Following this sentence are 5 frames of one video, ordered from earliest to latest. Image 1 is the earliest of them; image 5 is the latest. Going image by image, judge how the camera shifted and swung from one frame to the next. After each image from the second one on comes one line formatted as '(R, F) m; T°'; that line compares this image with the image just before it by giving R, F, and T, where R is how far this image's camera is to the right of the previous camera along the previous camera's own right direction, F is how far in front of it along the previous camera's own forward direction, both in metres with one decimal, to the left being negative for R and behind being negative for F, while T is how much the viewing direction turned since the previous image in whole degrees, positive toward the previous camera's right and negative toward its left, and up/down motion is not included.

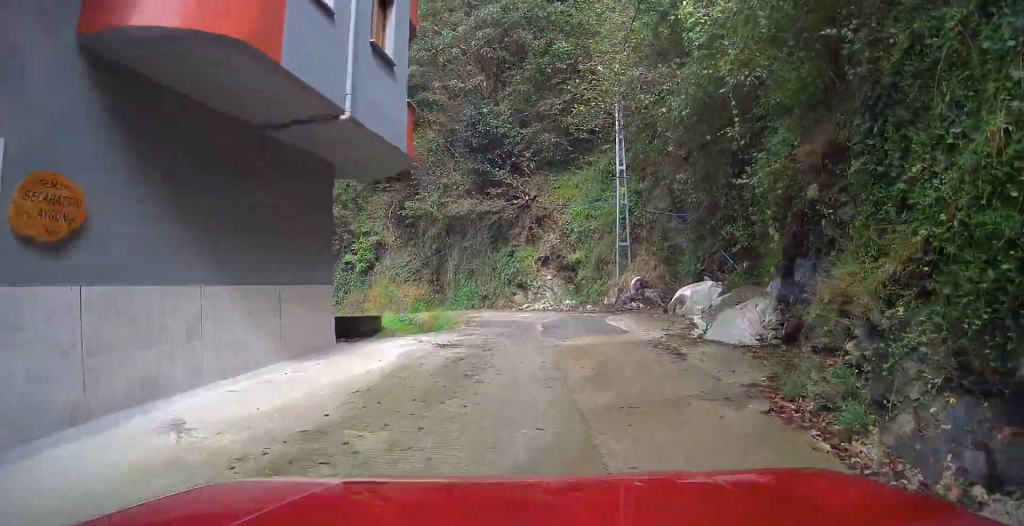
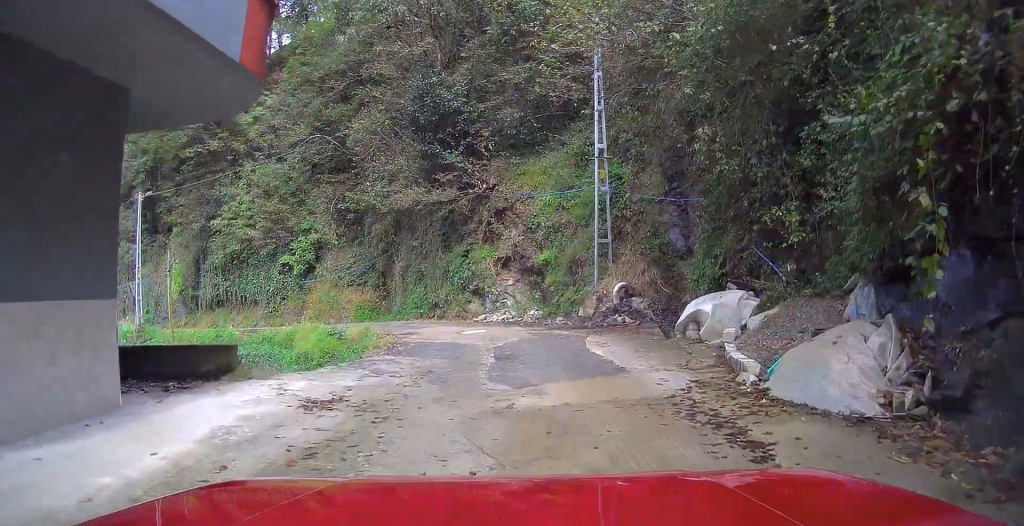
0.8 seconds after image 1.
(-0.1, +3.6) m; +5°
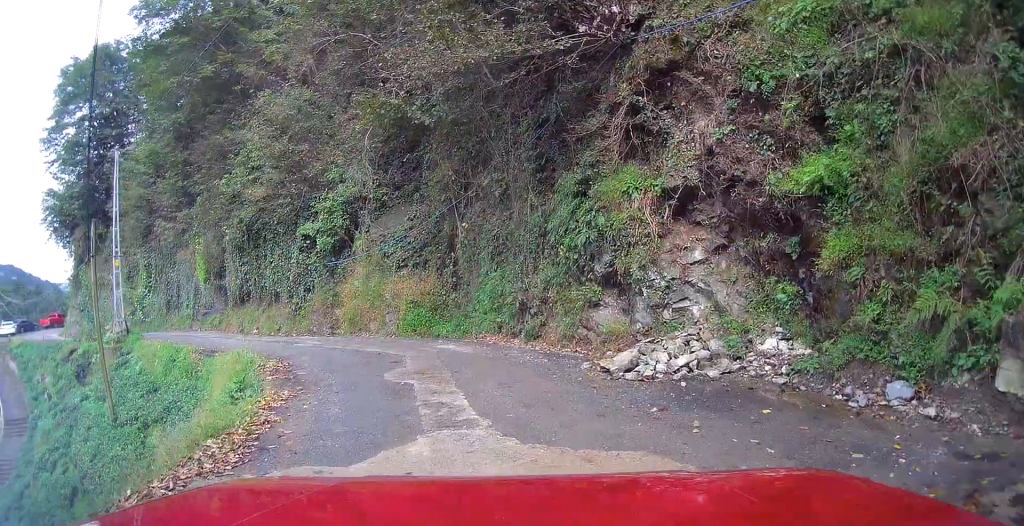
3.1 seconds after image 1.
(+1.3, +9.4) m; +4°
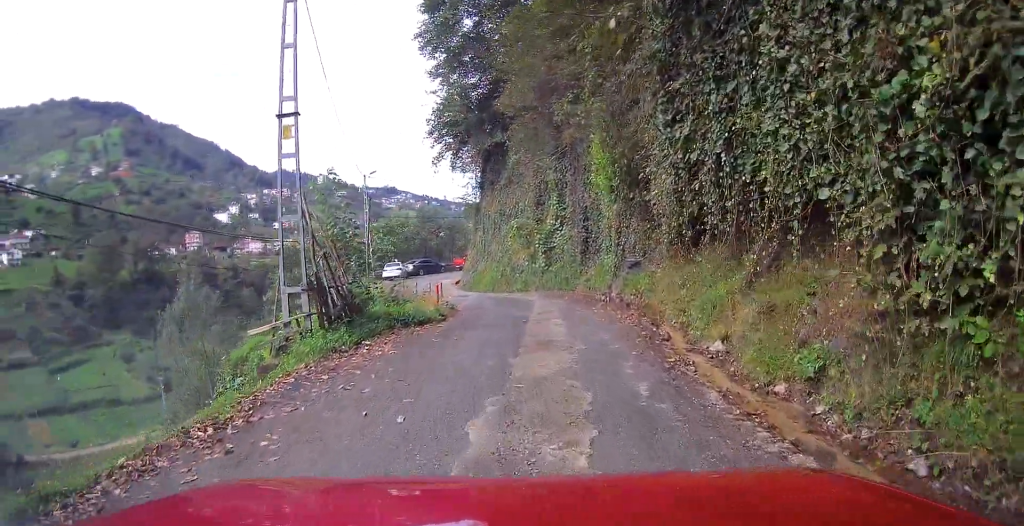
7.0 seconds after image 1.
(-3.5, +15.3) m; -27°
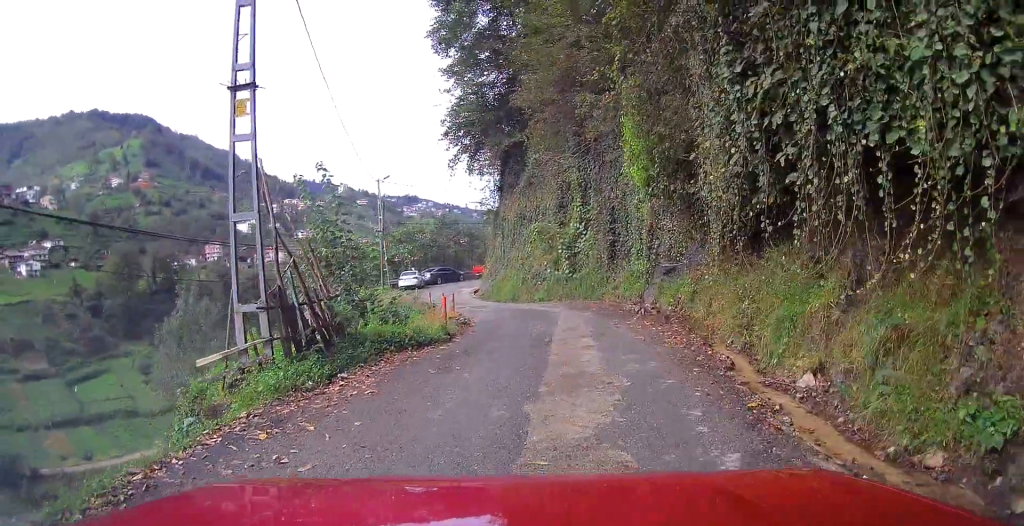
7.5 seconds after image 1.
(-0.1, +2.3) m; -3°
